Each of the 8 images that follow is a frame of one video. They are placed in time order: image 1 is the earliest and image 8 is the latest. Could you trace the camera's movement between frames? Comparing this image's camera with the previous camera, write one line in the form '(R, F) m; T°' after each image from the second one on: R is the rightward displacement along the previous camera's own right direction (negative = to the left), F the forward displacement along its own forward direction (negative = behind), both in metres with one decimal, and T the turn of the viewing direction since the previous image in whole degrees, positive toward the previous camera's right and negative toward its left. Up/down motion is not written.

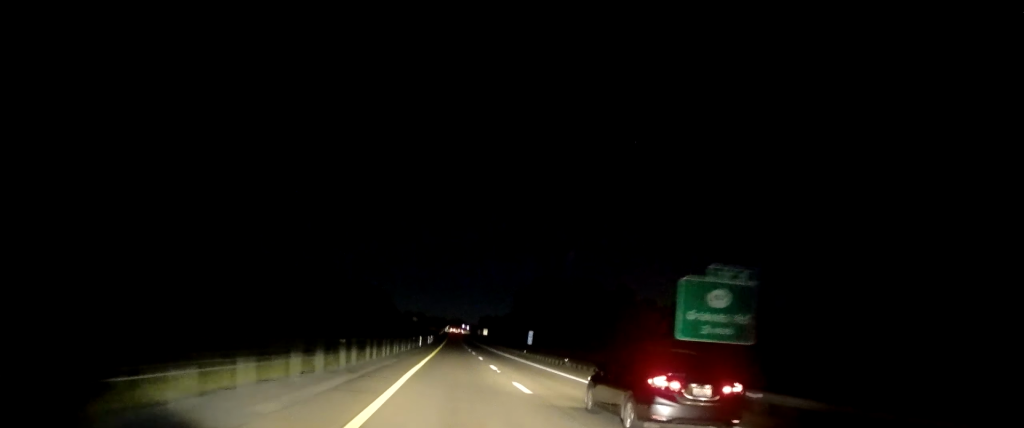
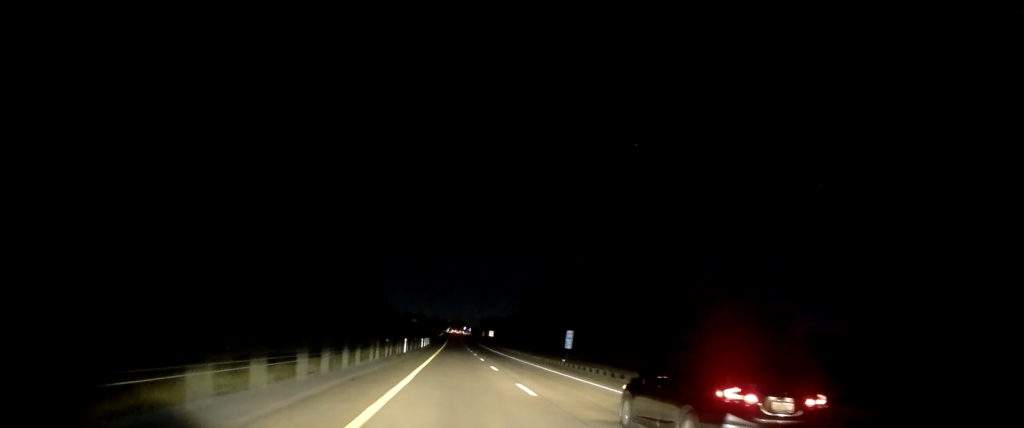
(-0.1, +24.8) m; 0°
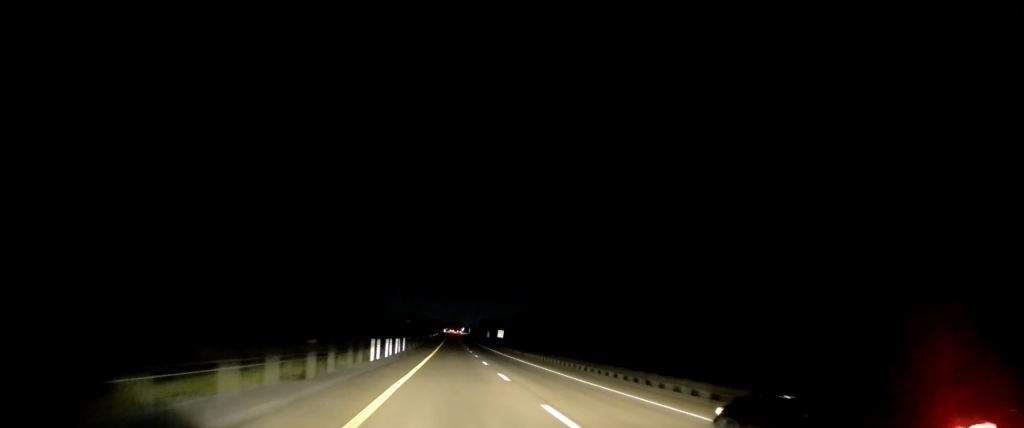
(-0.1, +43.1) m; 0°
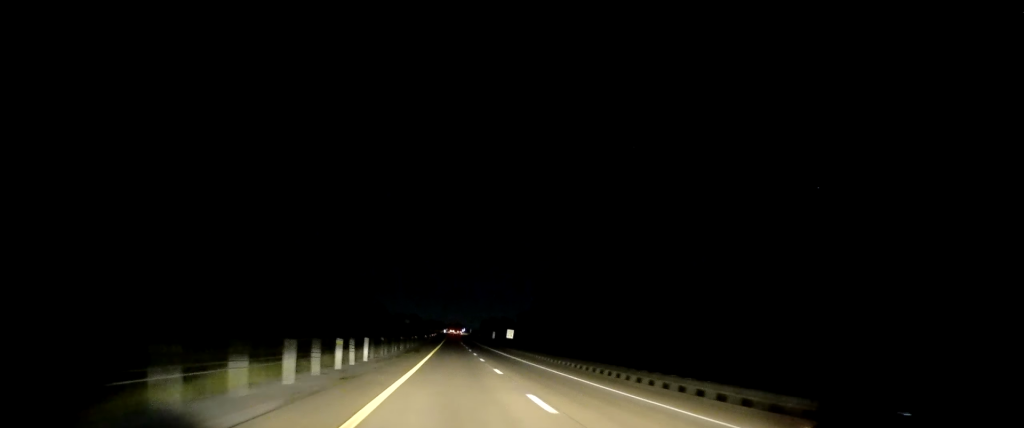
(0.0, +21.5) m; 0°
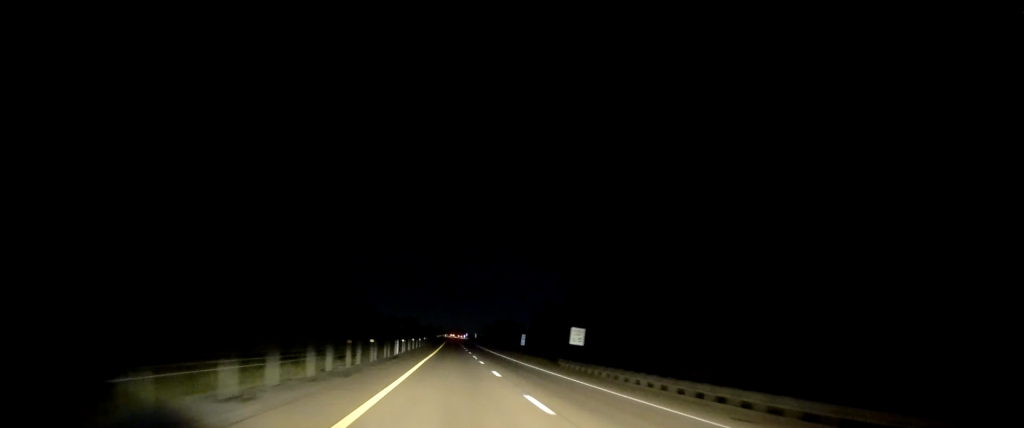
(-0.7, +61.0) m; 0°
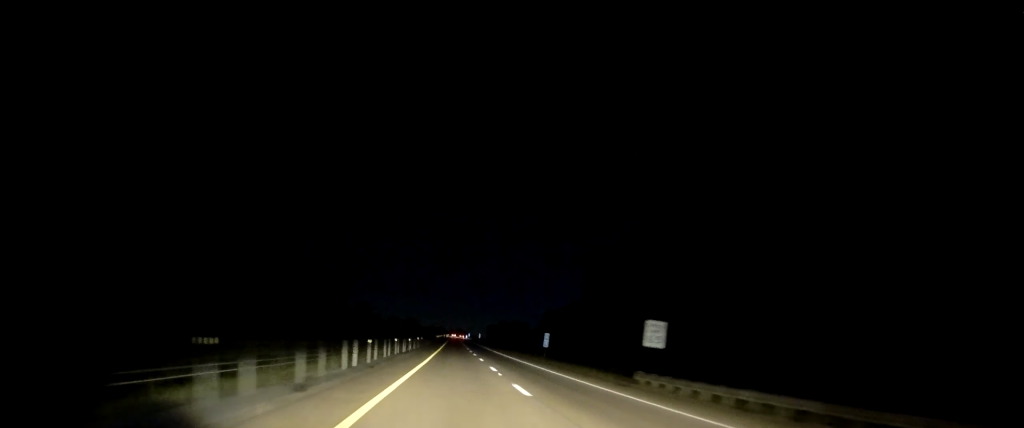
(+0.2, +20.3) m; 0°
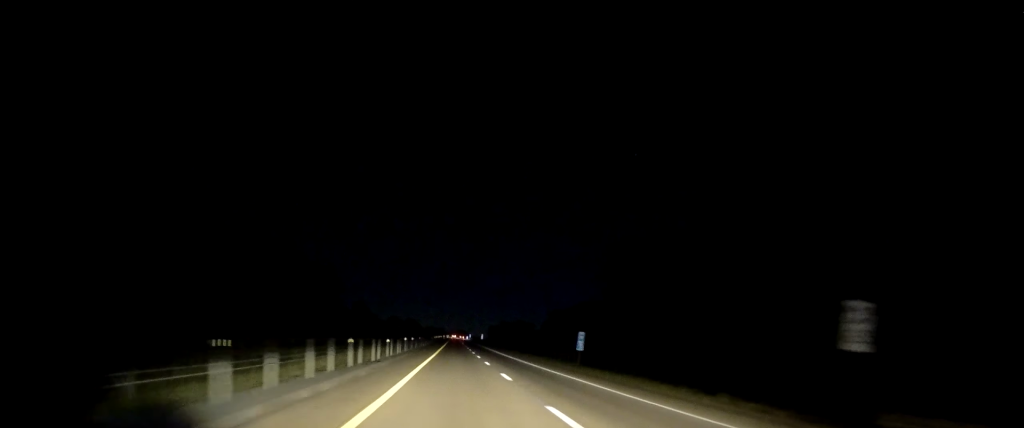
(+0.5, +18.1) m; 0°
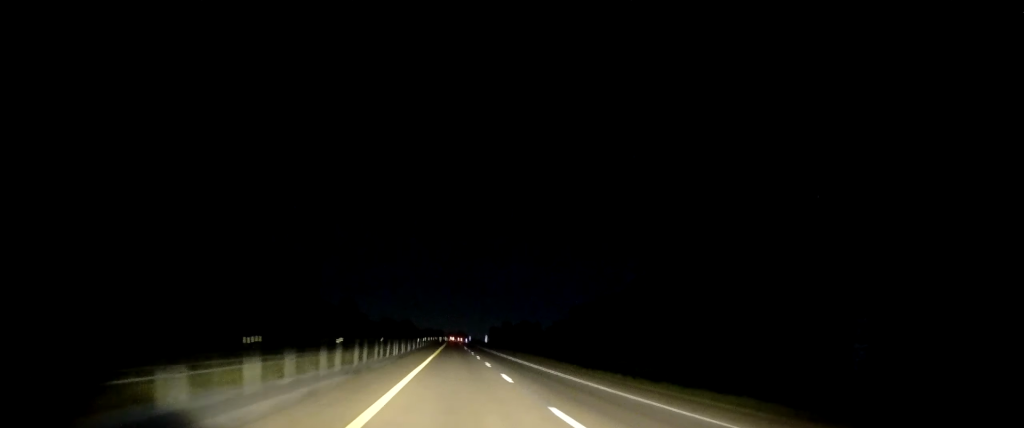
(-0.8, +36.6) m; -1°
